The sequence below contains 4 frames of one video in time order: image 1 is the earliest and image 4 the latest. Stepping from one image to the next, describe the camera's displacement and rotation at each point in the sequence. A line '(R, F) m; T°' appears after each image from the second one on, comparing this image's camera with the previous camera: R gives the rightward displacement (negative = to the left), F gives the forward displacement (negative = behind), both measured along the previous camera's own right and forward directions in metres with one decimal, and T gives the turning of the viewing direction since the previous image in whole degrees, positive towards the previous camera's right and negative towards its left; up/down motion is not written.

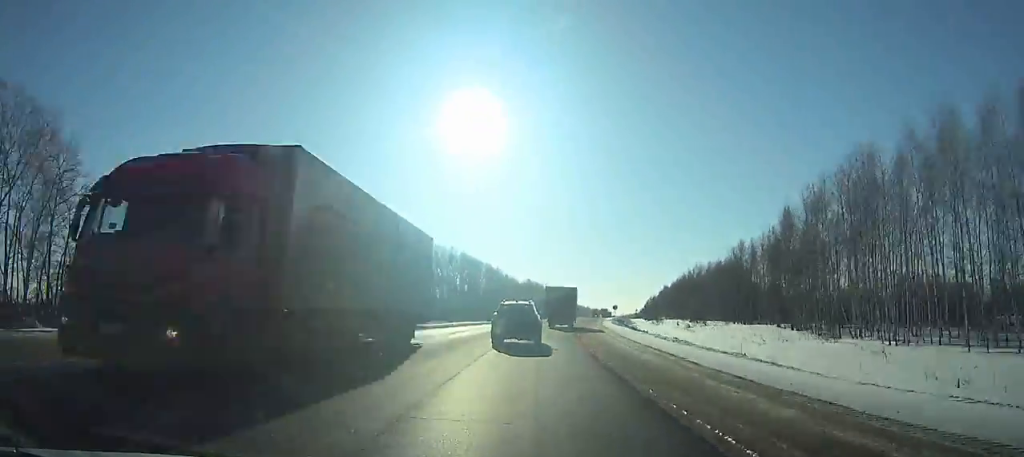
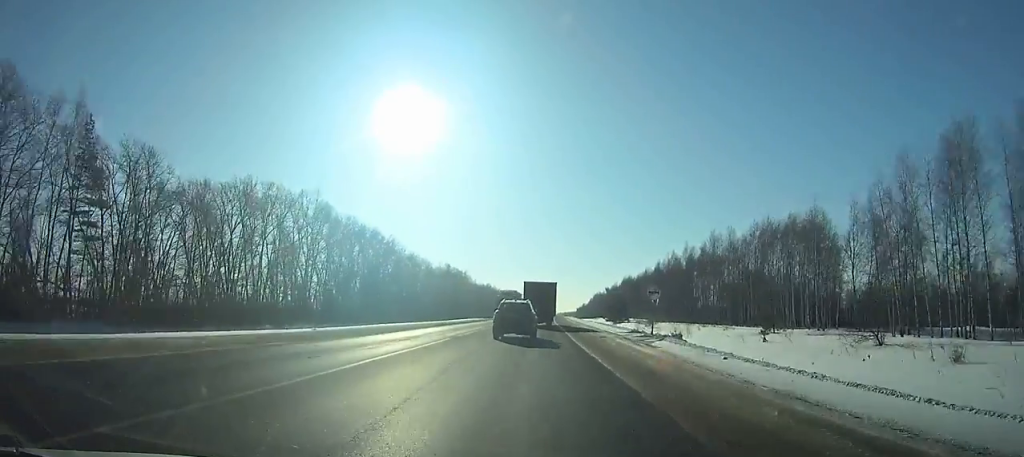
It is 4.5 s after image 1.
(+6.4, +77.3) m; +8°
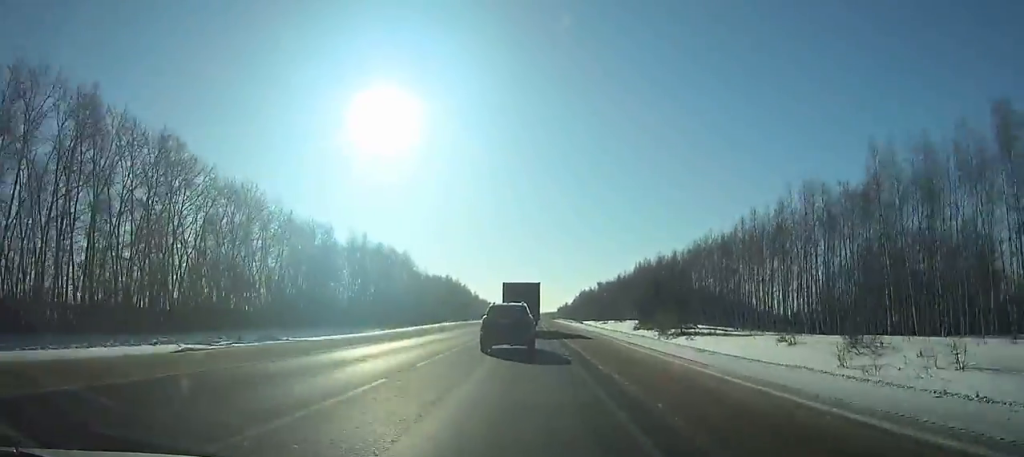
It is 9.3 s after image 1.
(+2.2, +82.4) m; +2°
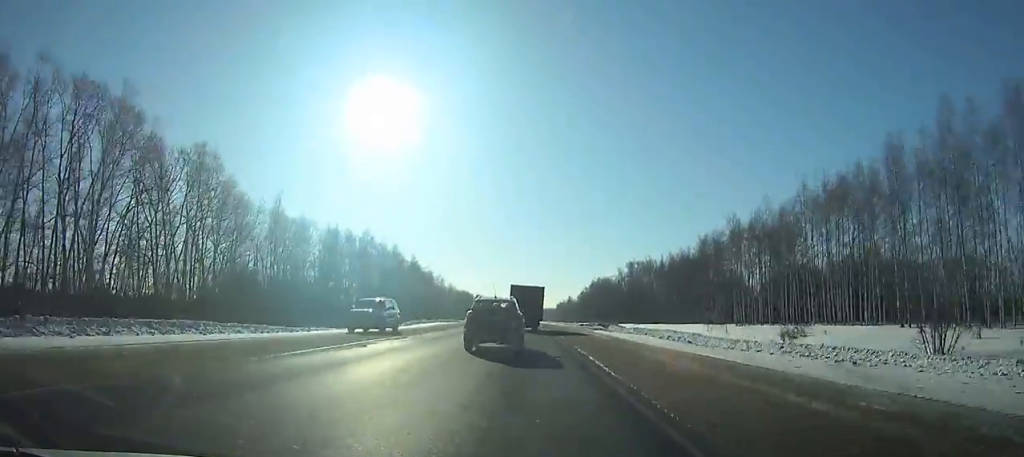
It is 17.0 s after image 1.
(+1.3, +129.8) m; 0°
